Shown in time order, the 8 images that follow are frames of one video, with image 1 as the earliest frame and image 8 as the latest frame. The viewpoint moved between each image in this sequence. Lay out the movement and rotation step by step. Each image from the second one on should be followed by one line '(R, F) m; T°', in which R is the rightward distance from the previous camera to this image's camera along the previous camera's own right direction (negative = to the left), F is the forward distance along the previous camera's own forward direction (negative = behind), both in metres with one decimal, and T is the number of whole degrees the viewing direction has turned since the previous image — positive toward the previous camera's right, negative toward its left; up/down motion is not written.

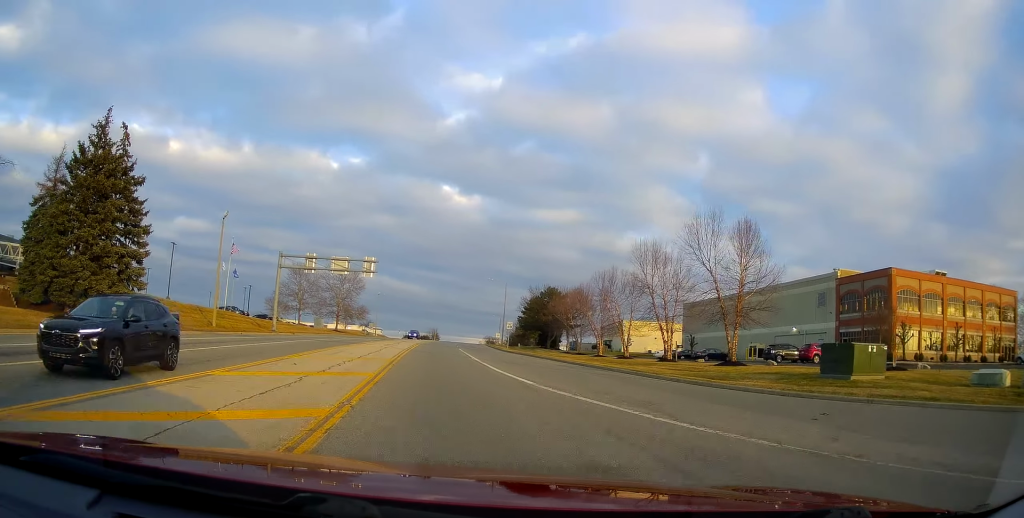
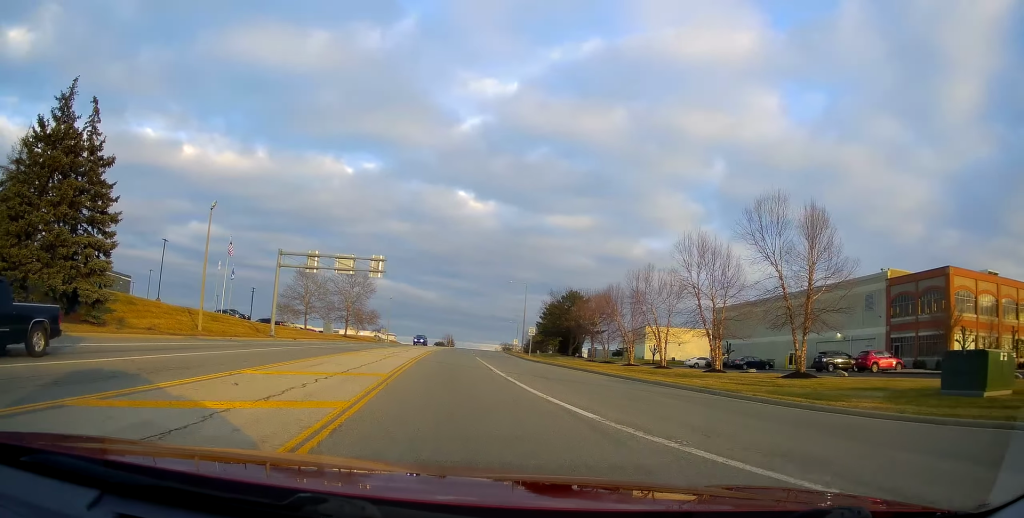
(+0.2, +6.1) m; -3°
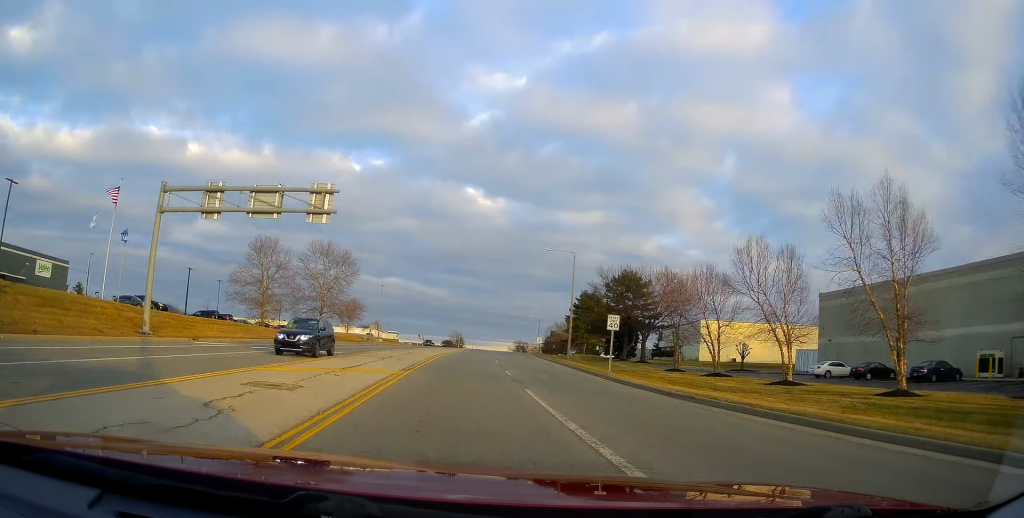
(-1.7, +29.2) m; -4°
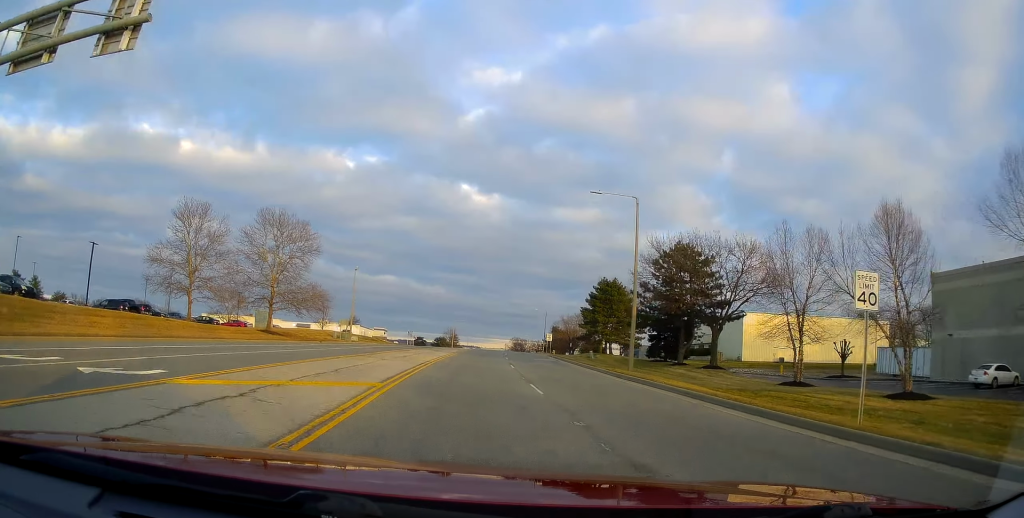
(-0.4, +21.1) m; 0°
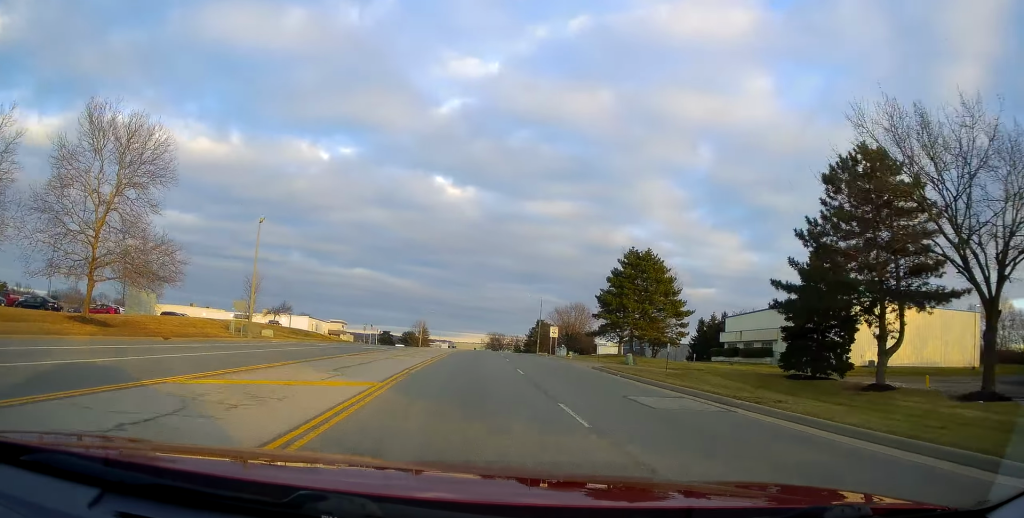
(+0.6, +30.1) m; +1°
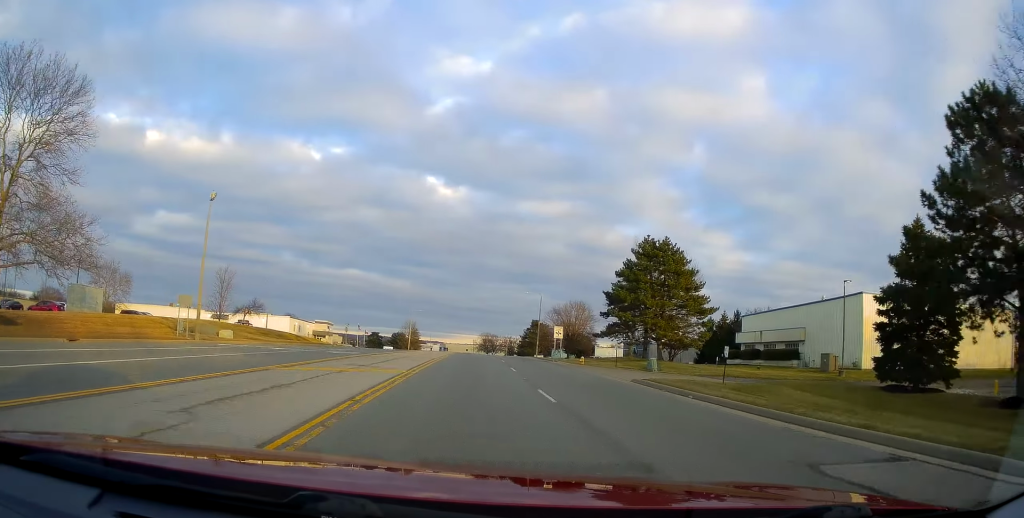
(0.0, +8.8) m; +2°
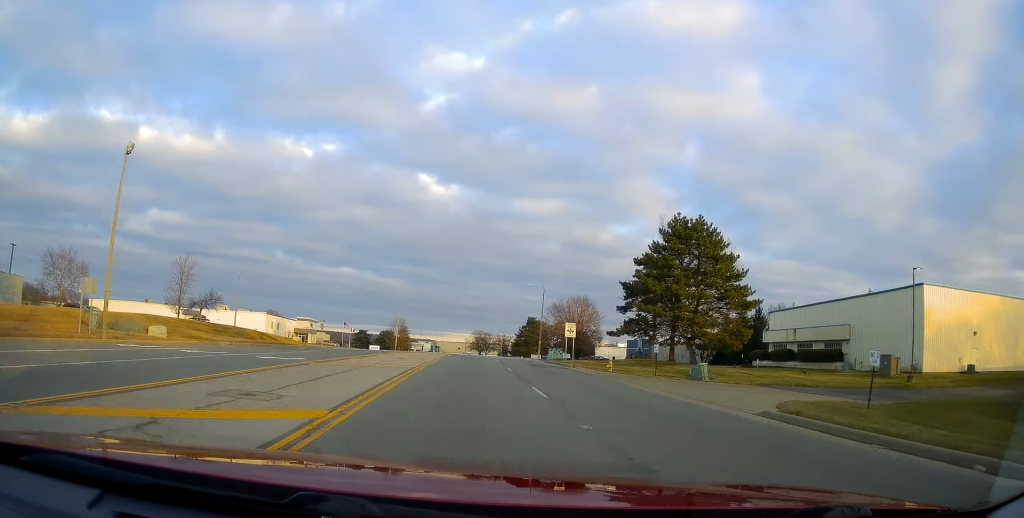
(0.0, +10.6) m; +2°
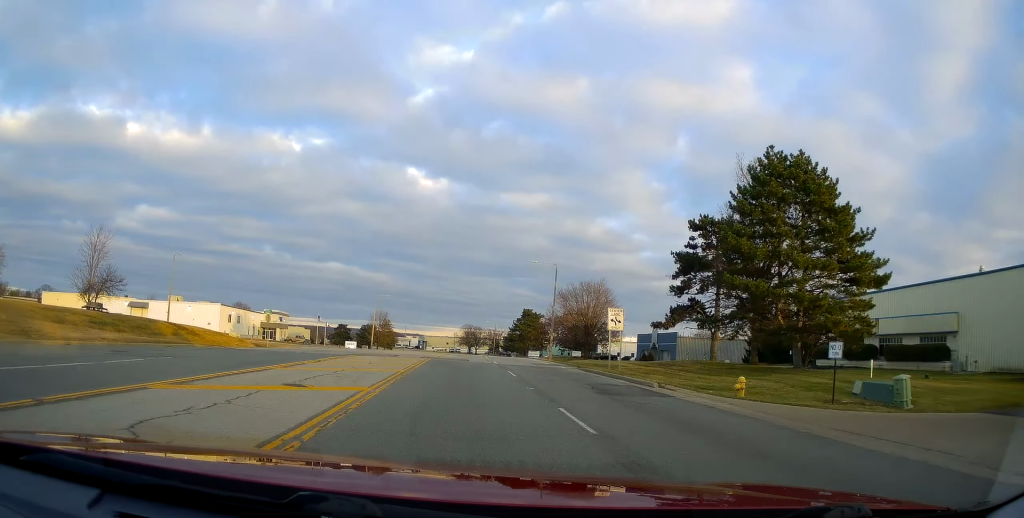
(+0.7, +17.8) m; +1°
